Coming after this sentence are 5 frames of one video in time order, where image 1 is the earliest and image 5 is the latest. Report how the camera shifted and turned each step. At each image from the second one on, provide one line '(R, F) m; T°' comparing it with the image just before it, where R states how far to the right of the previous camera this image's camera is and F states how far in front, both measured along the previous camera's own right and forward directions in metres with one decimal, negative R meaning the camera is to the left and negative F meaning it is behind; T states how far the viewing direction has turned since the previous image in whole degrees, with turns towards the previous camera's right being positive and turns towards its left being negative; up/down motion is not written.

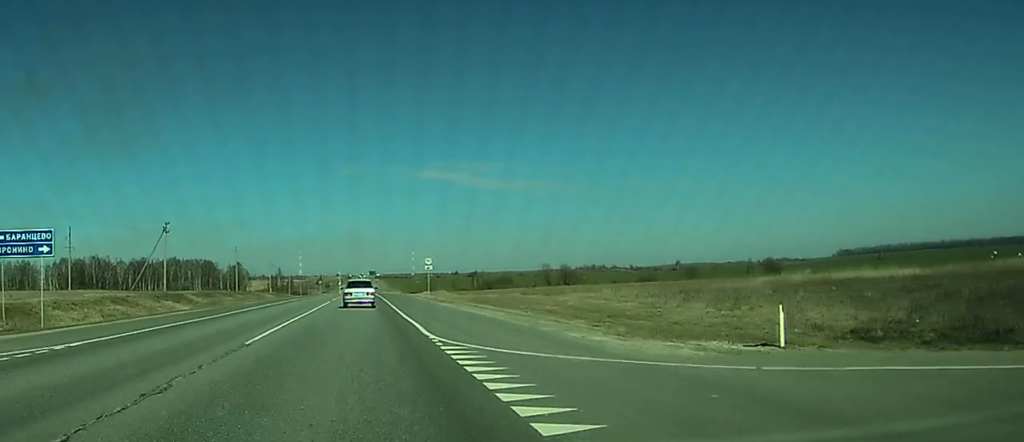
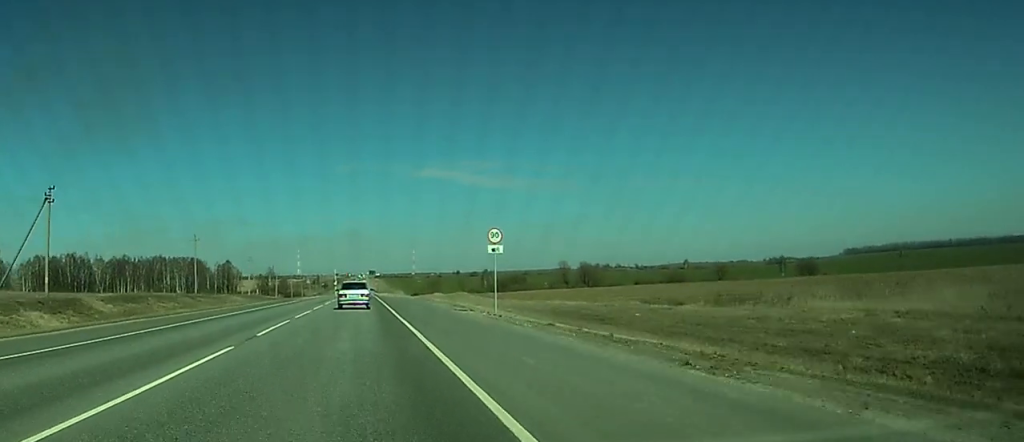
(-0.3, +43.8) m; -1°
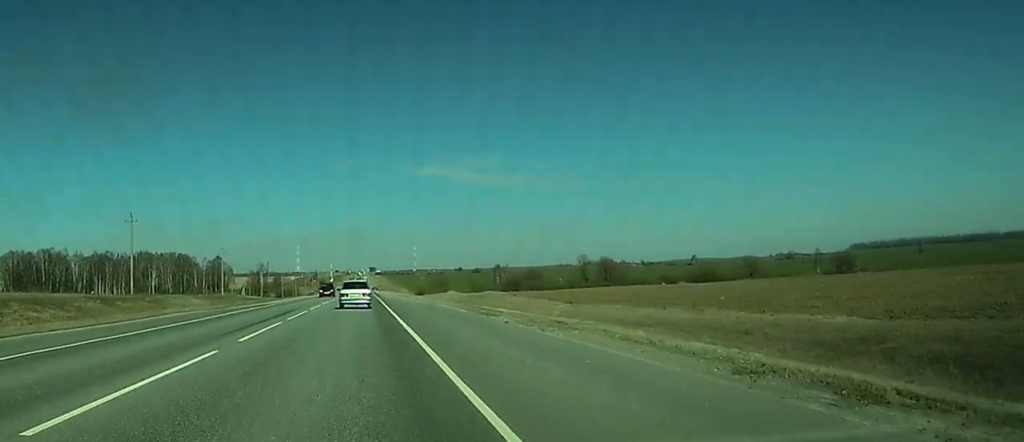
(+0.1, +38.9) m; +1°
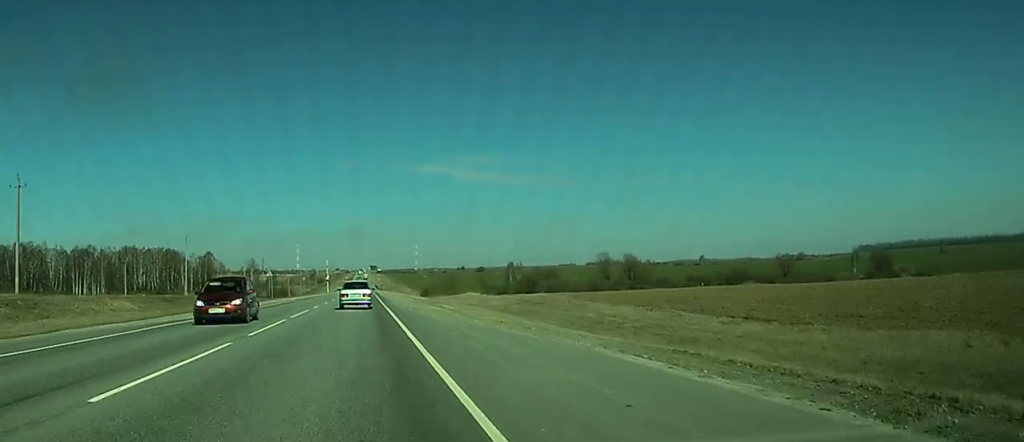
(+0.1, +34.8) m; 0°
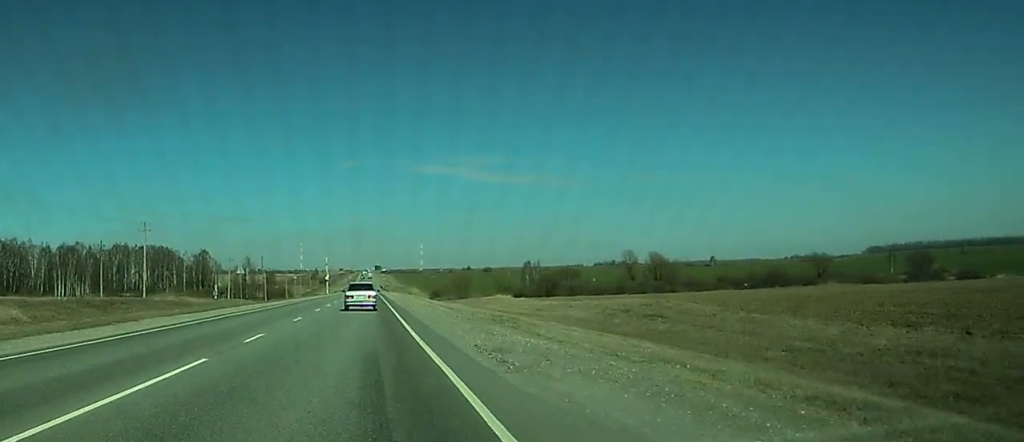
(0.0, +28.0) m; +1°
